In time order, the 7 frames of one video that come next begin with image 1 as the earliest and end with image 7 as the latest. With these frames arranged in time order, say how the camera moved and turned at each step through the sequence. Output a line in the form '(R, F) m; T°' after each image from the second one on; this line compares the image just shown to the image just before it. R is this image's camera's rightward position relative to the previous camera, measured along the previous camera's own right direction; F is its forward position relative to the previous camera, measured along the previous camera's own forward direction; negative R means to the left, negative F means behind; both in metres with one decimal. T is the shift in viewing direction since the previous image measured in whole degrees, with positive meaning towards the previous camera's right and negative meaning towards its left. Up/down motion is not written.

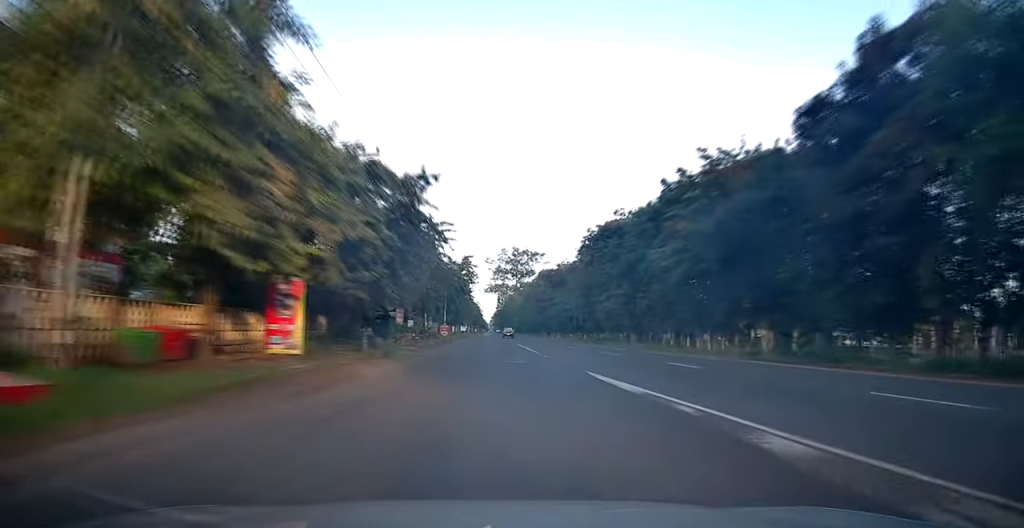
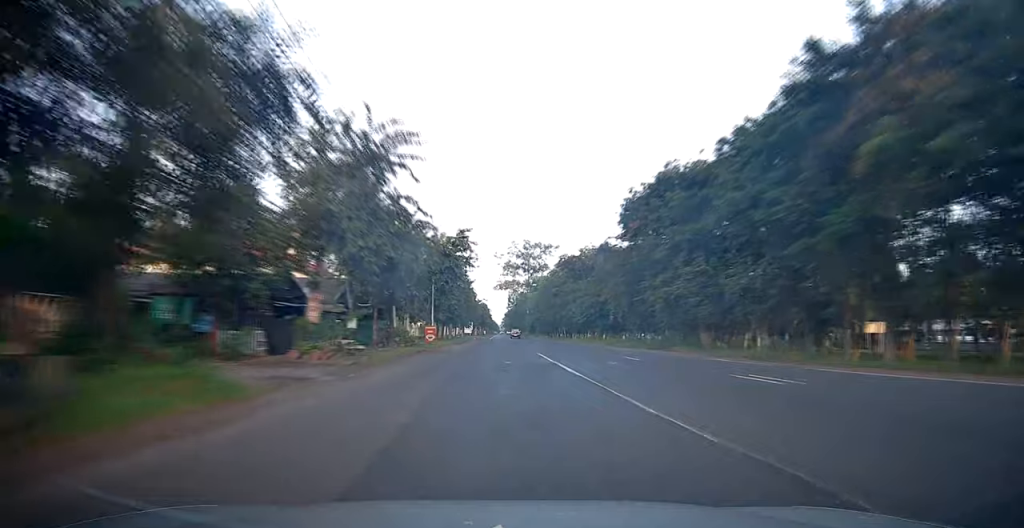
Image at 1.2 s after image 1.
(-0.7, +19.7) m; -2°
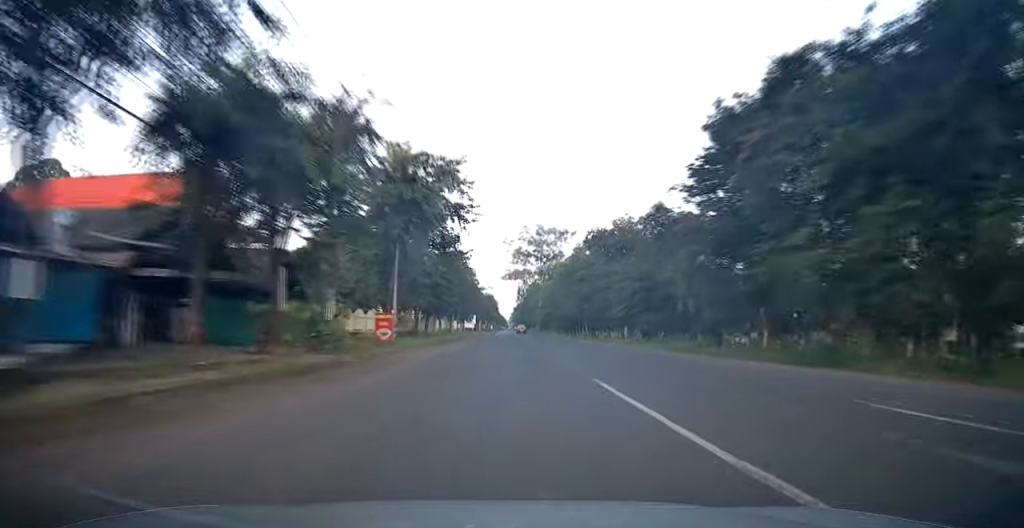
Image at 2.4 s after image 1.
(-0.1, +19.2) m; 0°
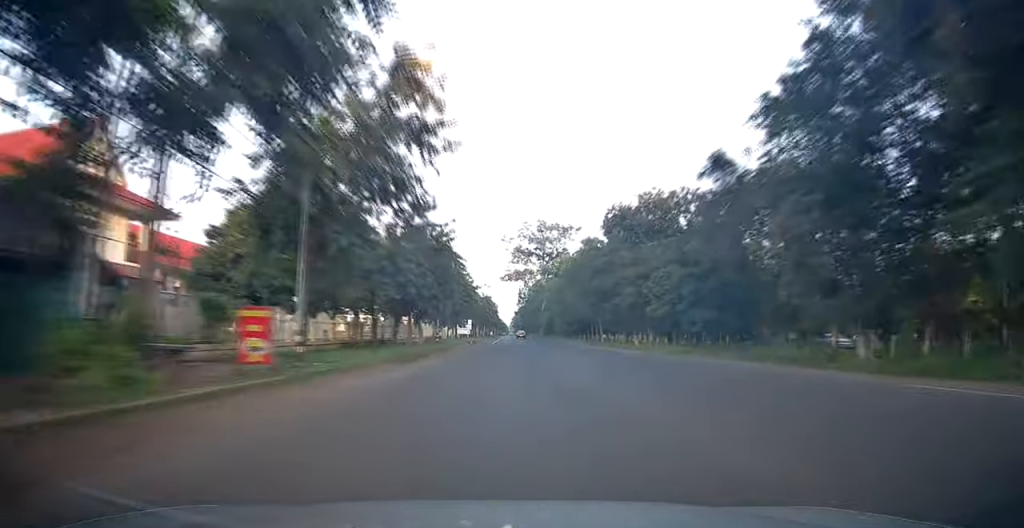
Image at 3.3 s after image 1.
(0.0, +13.5) m; 0°
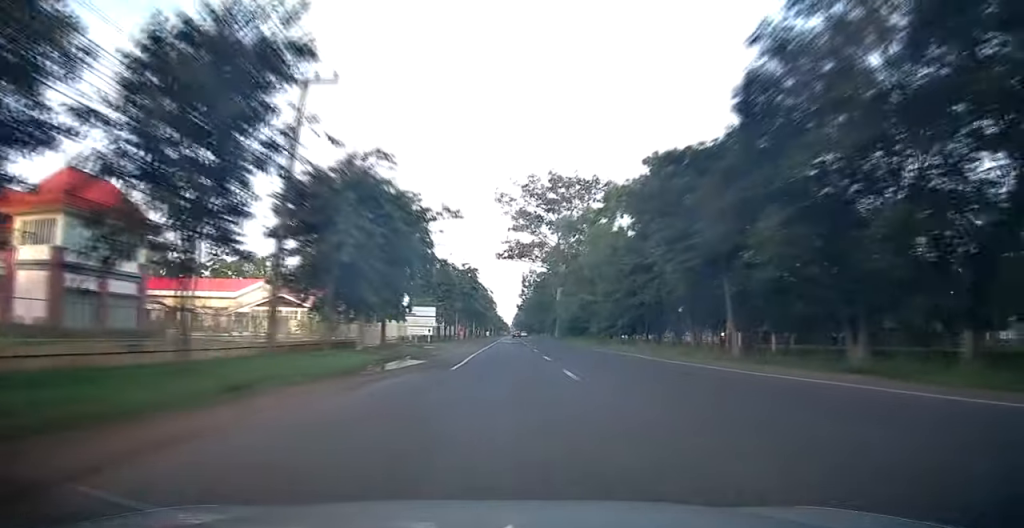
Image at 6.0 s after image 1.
(0.0, +44.0) m; 0°
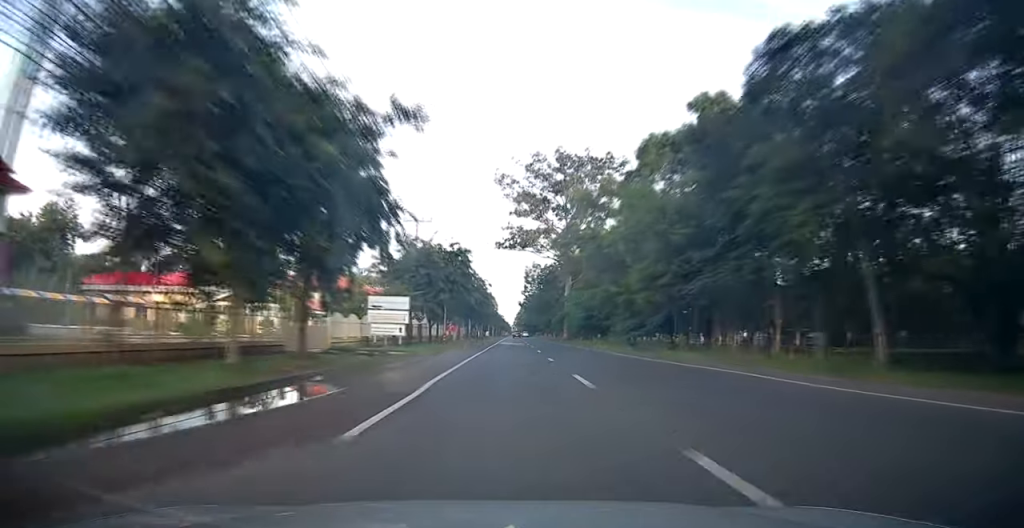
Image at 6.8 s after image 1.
(+0.1, +12.8) m; 0°
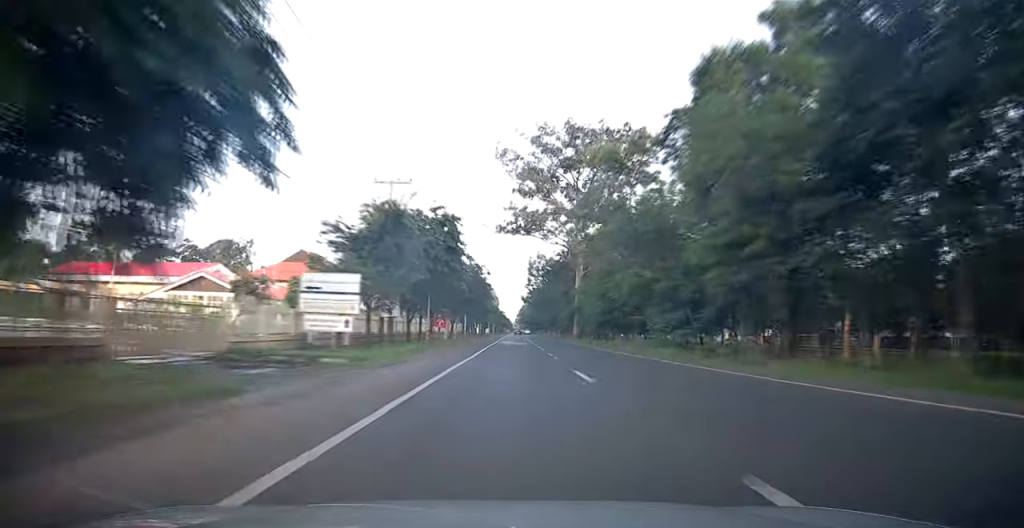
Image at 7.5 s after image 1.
(0.0, +11.5) m; 0°
